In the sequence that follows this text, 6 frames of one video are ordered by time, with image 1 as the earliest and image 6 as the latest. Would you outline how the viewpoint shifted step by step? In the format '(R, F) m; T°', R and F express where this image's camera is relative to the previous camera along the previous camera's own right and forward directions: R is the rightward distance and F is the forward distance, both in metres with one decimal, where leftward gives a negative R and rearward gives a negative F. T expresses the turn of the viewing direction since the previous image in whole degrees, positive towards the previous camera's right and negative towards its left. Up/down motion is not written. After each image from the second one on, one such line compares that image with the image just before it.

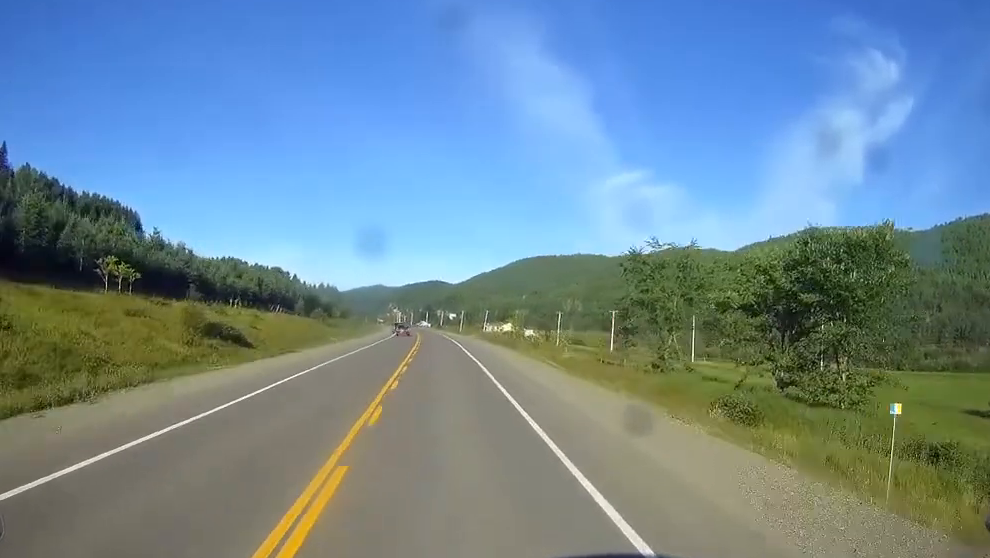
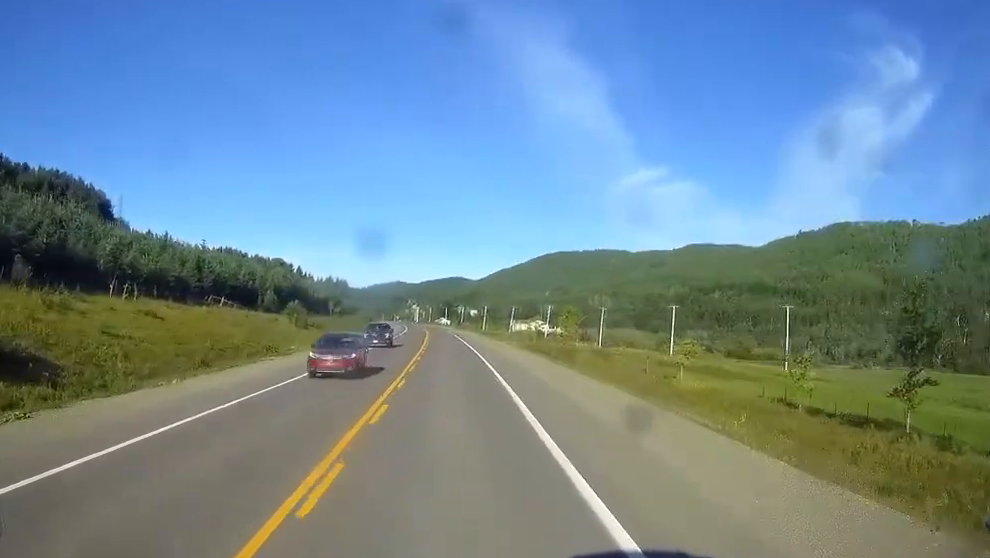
(0.0, +44.3) m; -1°
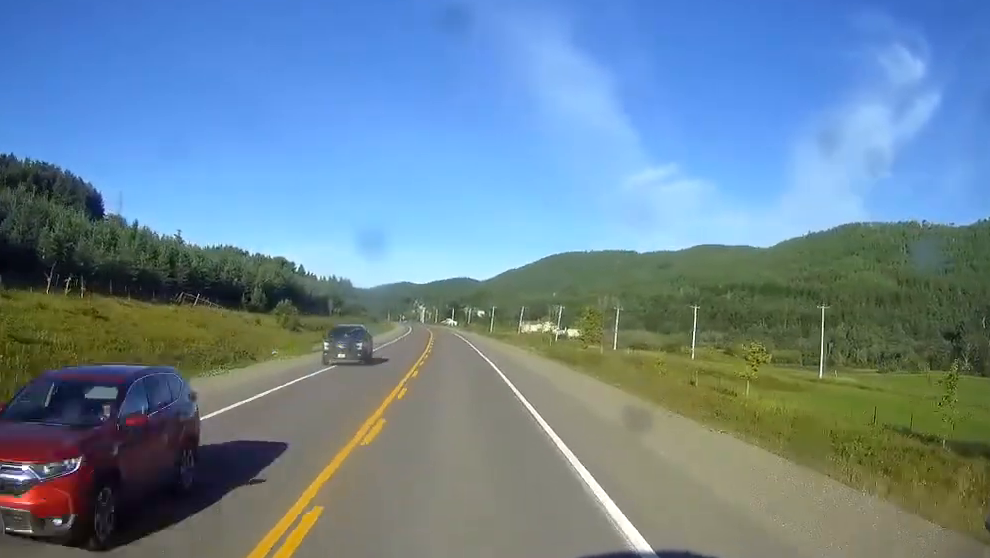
(0.0, +12.0) m; -1°
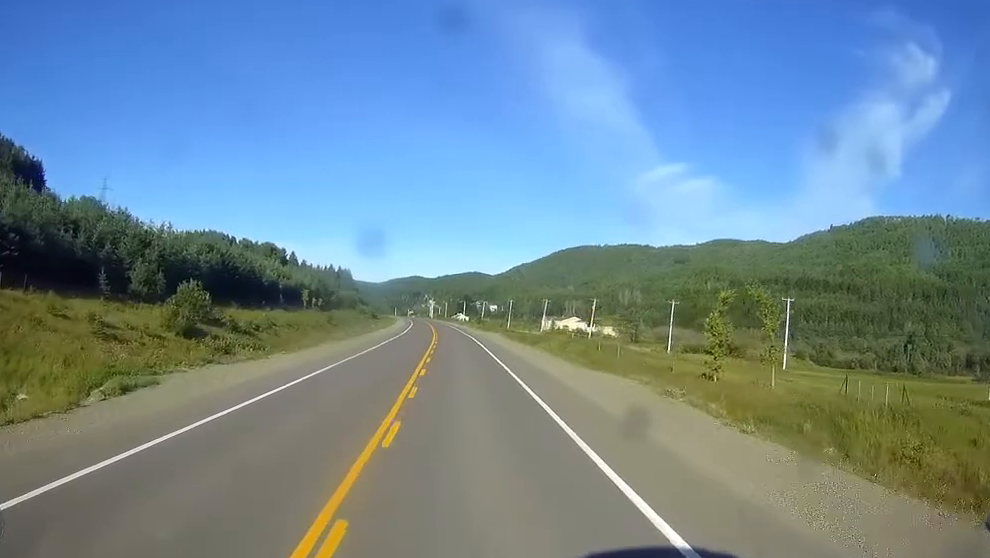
(-0.5, +45.3) m; -1°
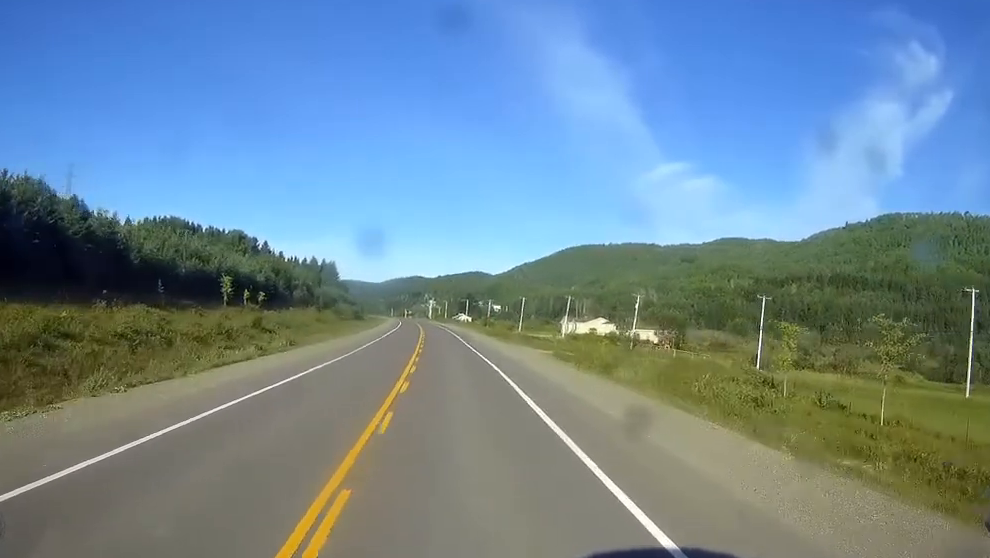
(-0.2, +52.0) m; -1°
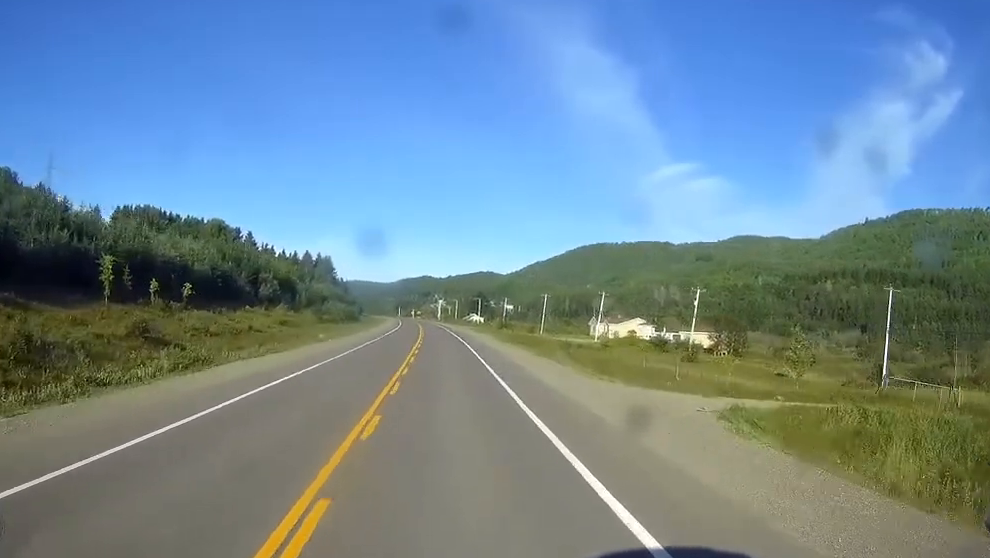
(-0.2, +36.3) m; 0°
